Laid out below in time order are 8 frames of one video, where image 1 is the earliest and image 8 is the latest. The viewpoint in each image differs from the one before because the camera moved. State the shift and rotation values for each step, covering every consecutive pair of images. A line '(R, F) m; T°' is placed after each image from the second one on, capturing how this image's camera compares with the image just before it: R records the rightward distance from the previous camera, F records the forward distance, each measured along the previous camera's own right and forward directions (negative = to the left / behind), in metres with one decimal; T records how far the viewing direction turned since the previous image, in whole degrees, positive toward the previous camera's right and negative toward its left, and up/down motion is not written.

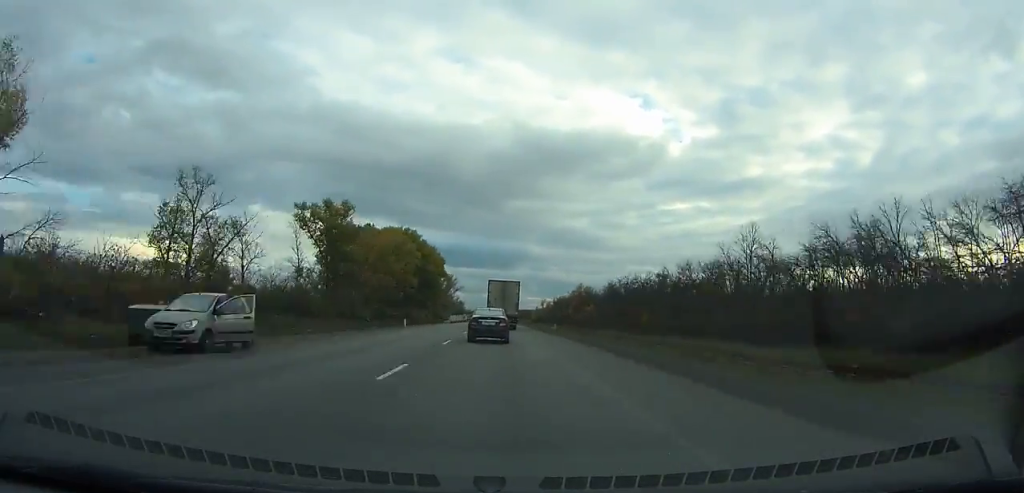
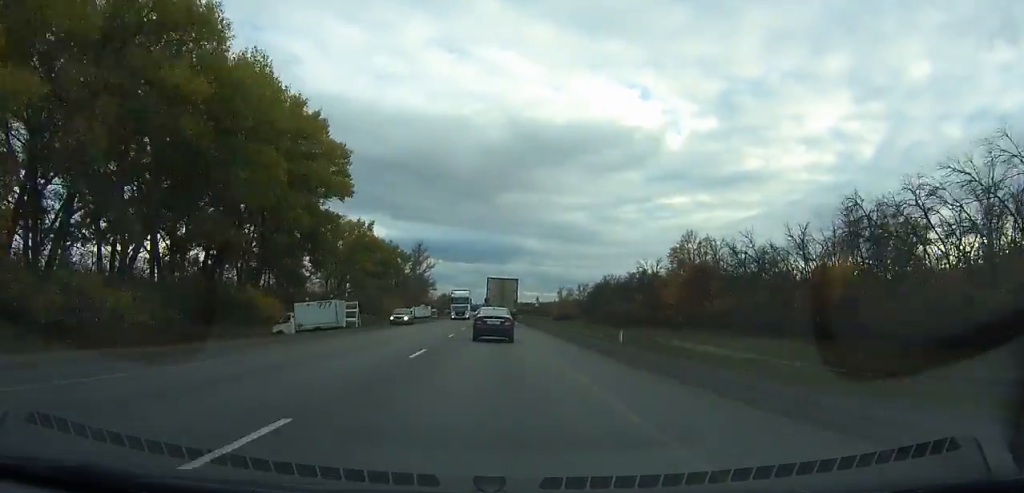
(+0.3, +140.8) m; 0°
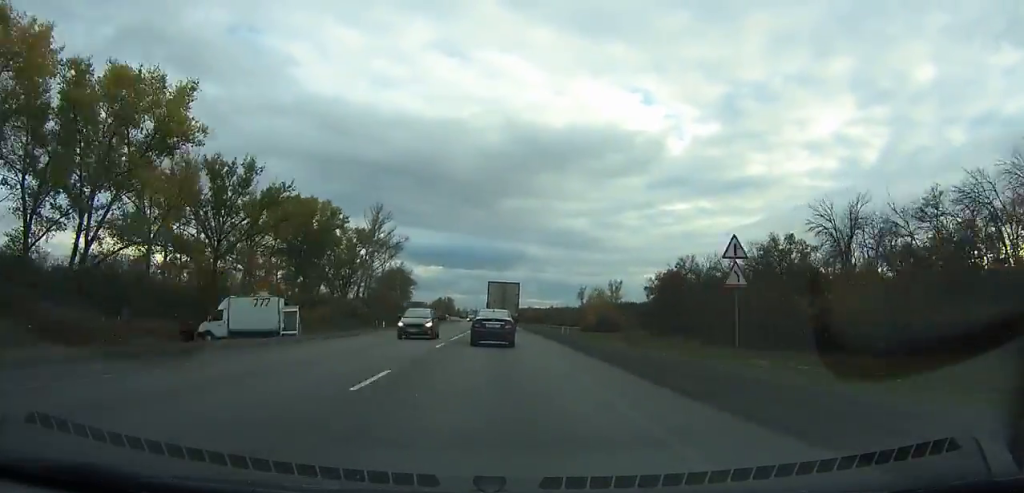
(-0.1, +77.6) m; 0°
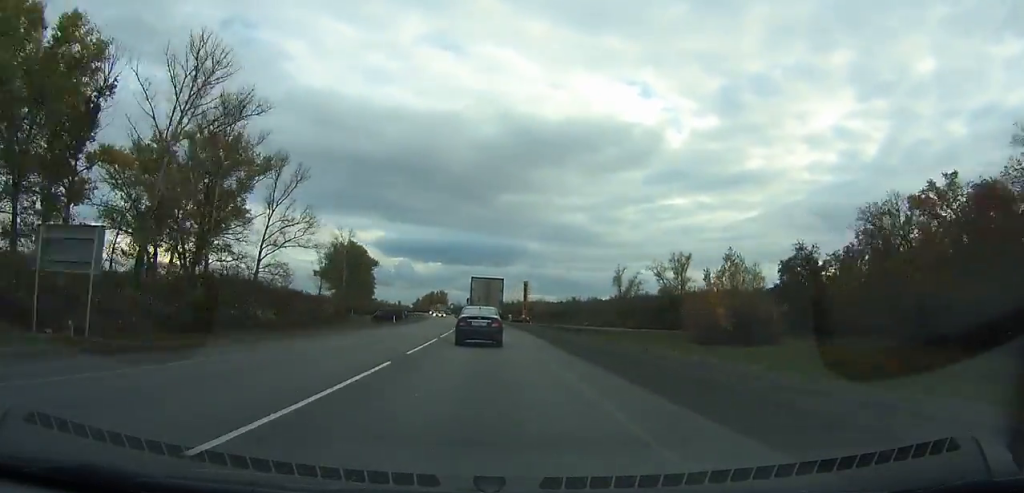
(+0.1, +82.5) m; -1°
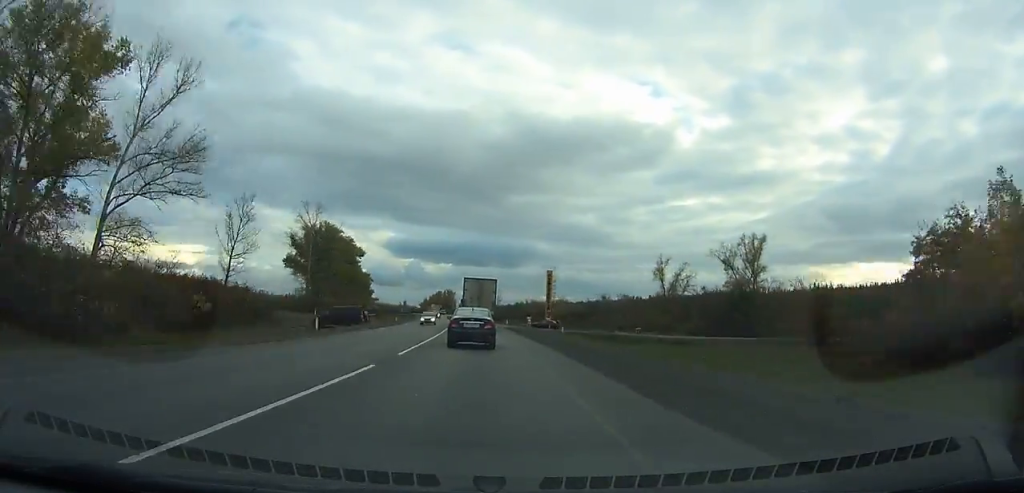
(-0.2, +35.4) m; -1°
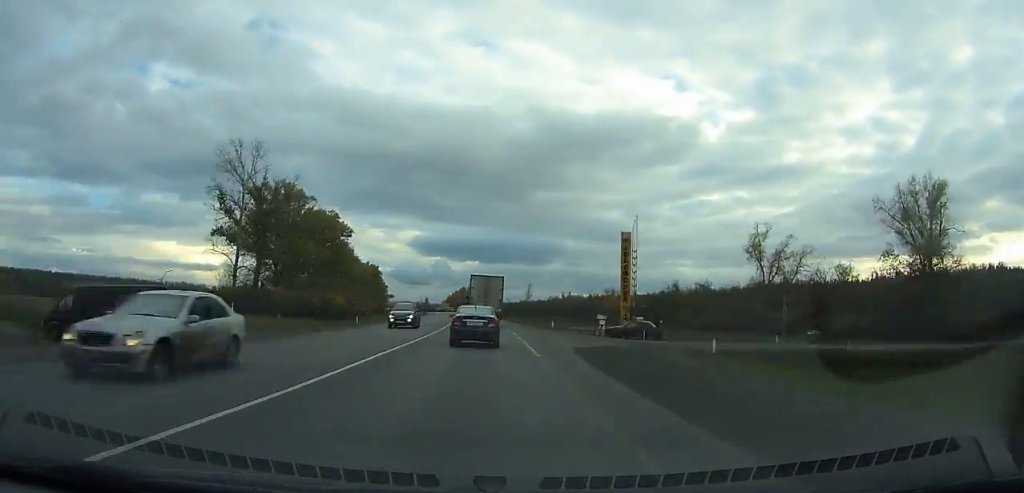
(0.0, +42.6) m; -2°
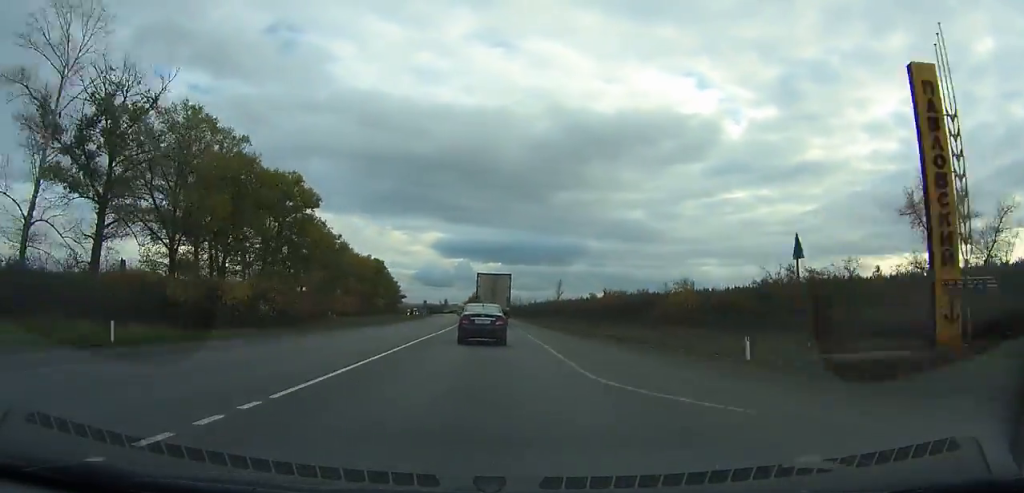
(-1.1, +40.3) m; -2°
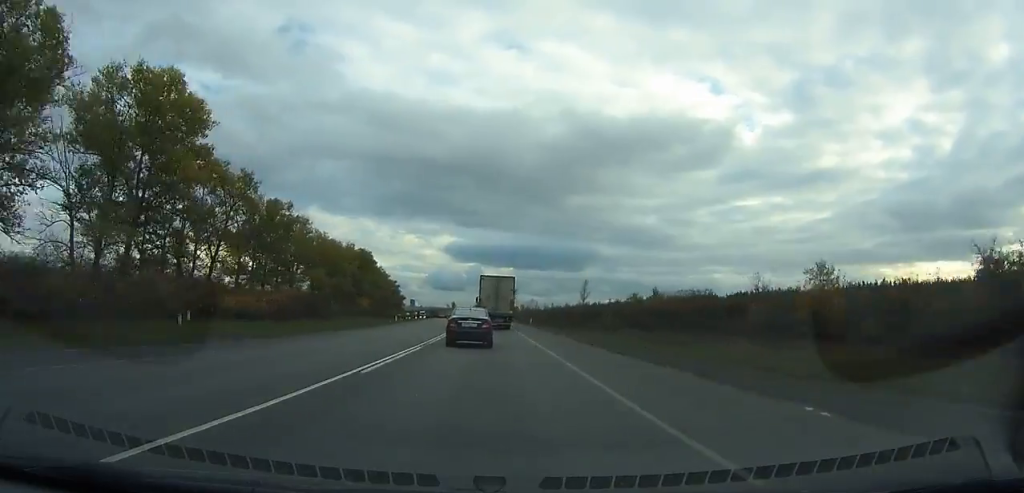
(-0.5, +42.7) m; -2°
